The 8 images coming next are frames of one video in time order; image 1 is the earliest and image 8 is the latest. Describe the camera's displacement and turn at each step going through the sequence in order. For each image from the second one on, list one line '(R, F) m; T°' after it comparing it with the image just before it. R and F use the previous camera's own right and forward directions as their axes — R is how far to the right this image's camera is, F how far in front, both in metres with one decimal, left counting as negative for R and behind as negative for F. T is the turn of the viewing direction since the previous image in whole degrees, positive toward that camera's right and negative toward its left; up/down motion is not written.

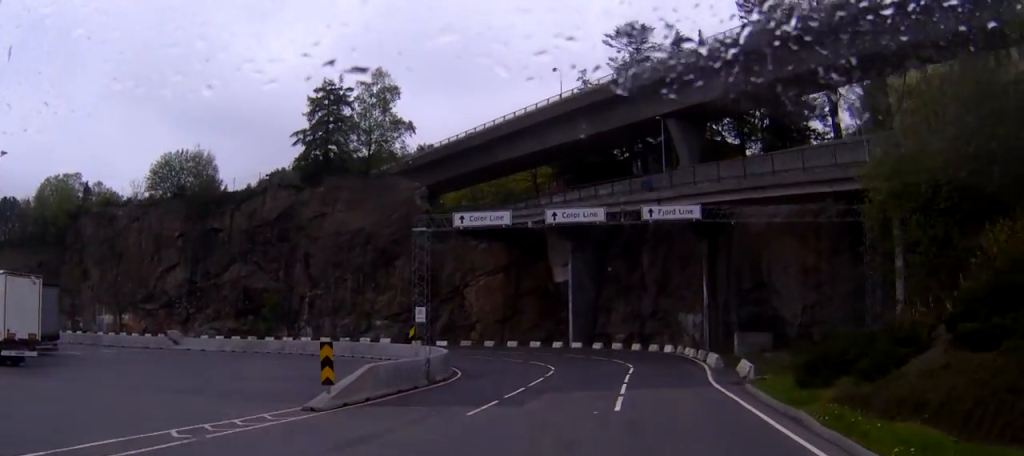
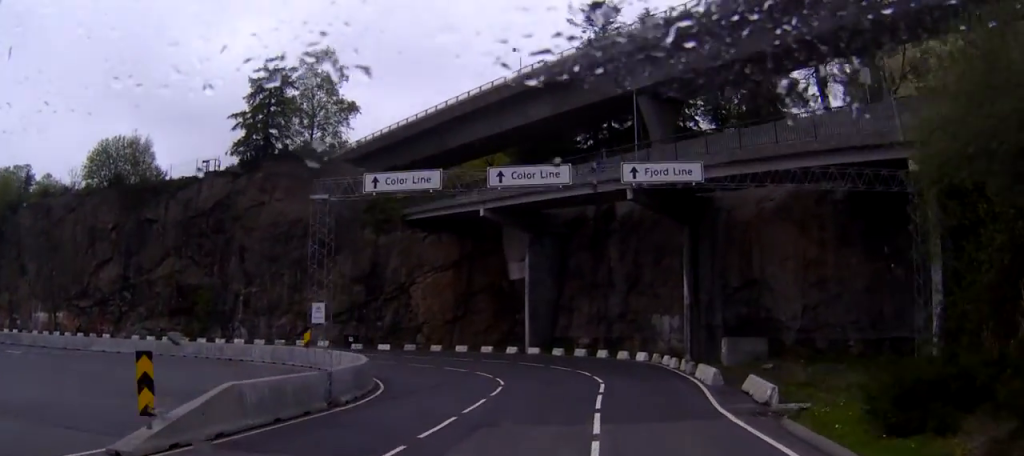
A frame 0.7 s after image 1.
(+0.2, +6.5) m; +3°
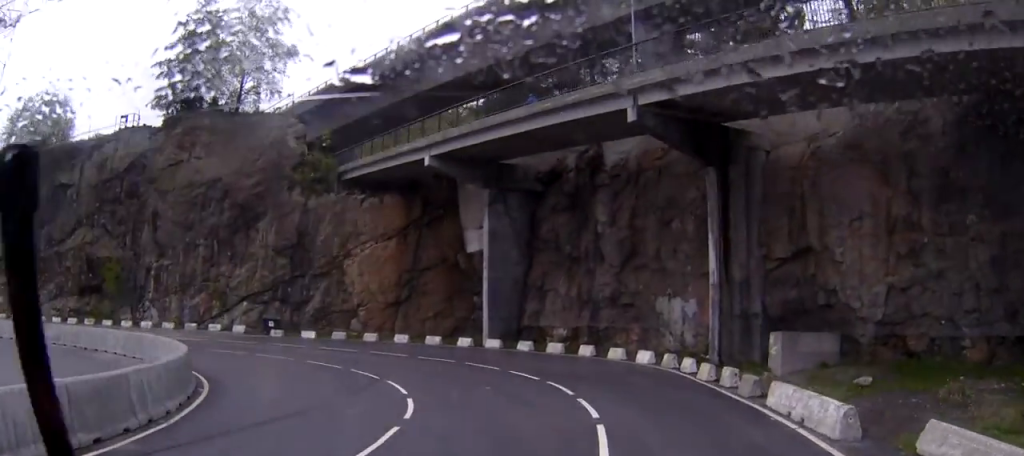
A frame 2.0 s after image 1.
(+0.4, +12.1) m; +2°
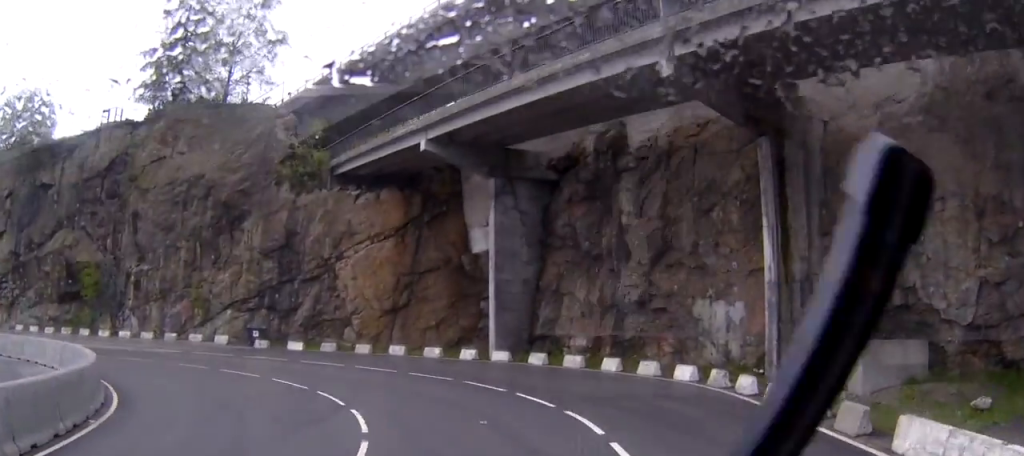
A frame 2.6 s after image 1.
(+0.2, +5.3) m; -2°
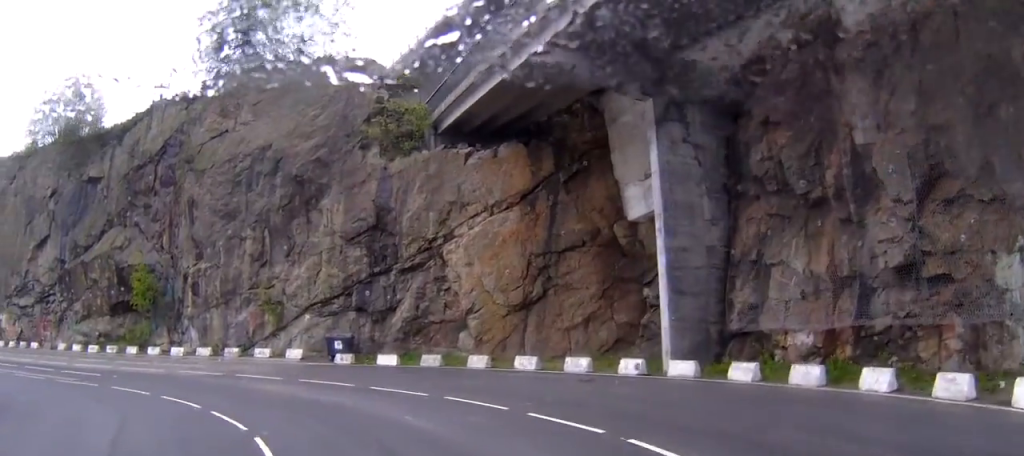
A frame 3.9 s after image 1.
(-0.8, +12.1) m; -9°
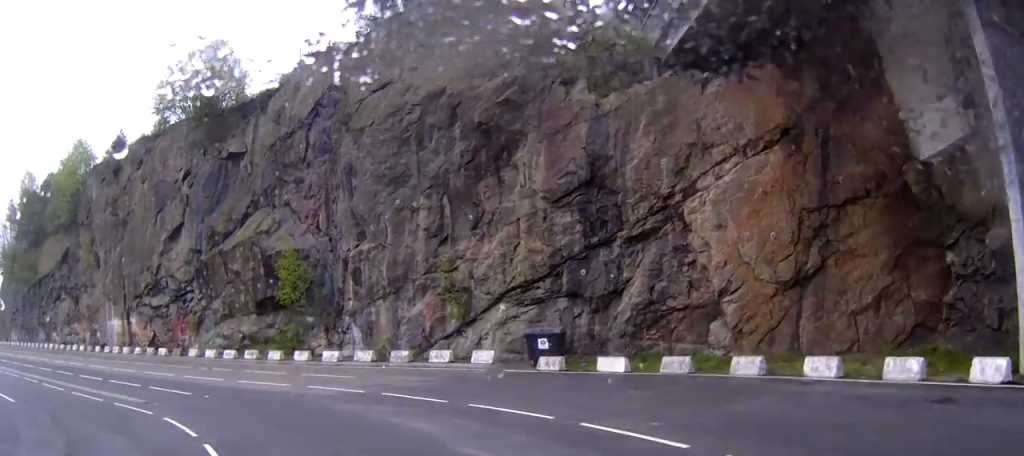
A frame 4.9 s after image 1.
(-0.7, +9.8) m; -11°
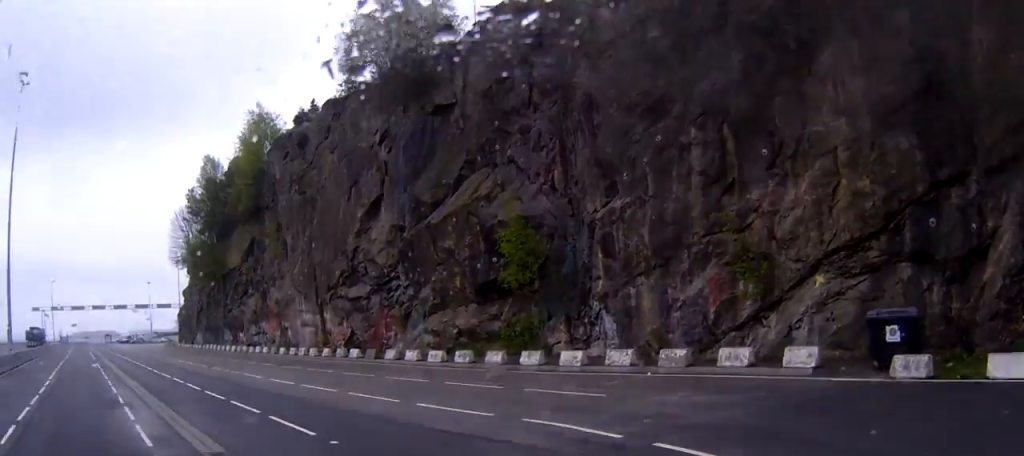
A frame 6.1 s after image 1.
(-1.6, +10.2) m; -17°
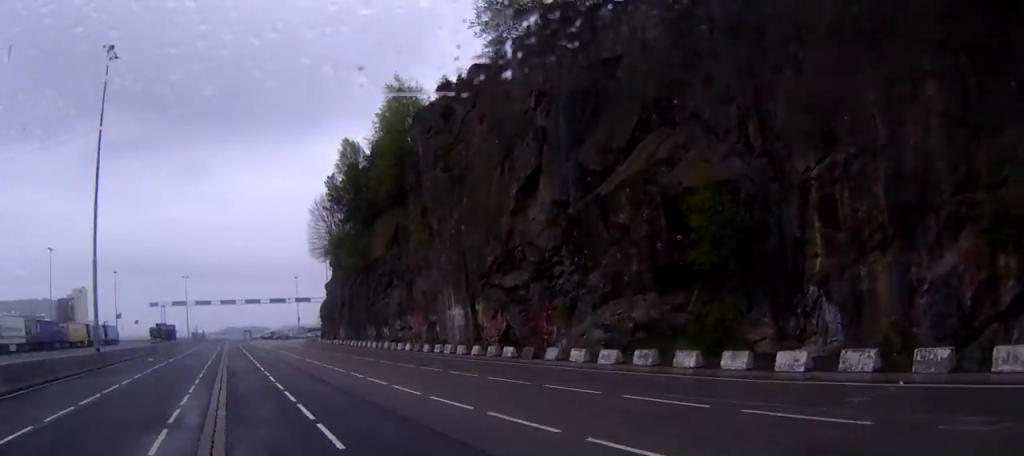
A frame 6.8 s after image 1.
(-0.5, +6.7) m; -11°
